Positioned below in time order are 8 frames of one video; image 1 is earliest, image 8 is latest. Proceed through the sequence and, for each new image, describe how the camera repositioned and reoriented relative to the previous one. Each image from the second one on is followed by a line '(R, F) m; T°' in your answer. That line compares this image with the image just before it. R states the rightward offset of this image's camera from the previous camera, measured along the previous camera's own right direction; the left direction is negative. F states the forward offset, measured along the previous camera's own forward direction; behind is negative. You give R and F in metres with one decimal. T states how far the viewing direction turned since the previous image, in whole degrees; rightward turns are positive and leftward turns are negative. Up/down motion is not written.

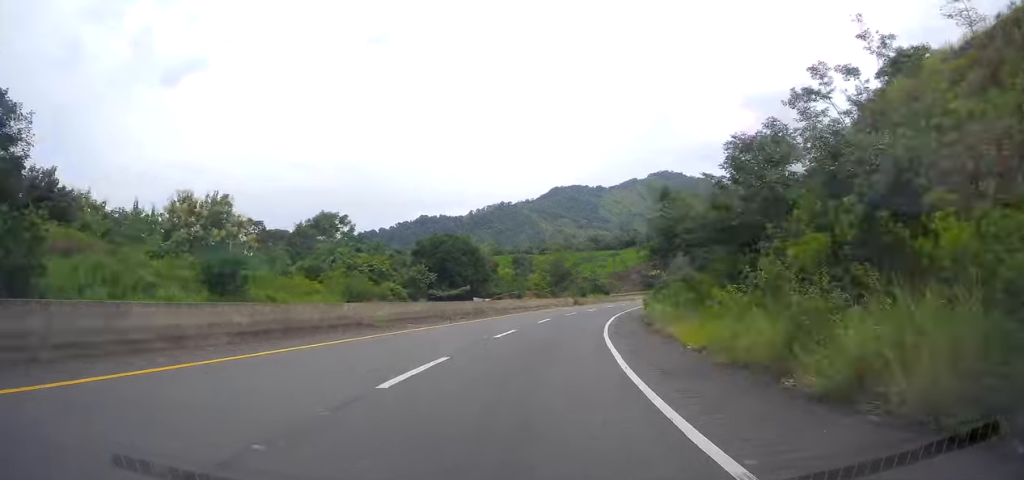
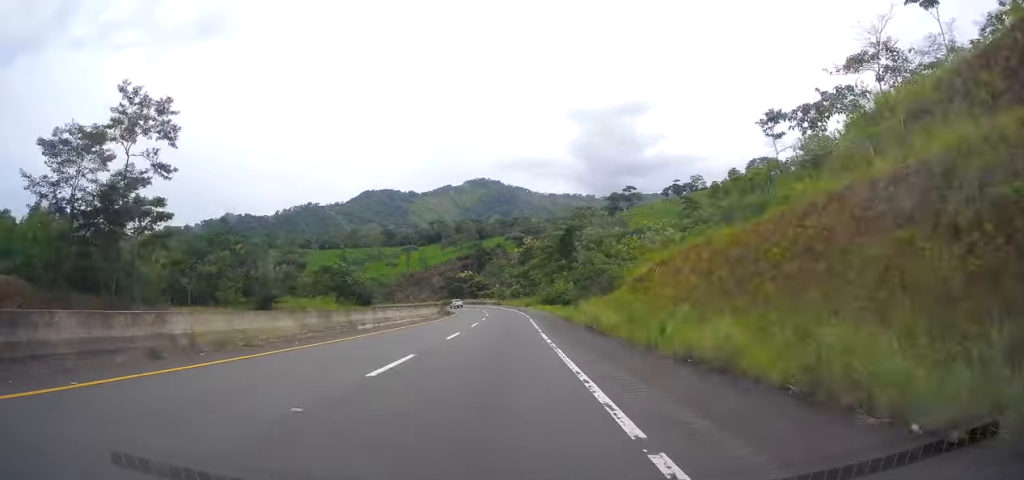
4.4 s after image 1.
(+32.1, +99.9) m; +26°
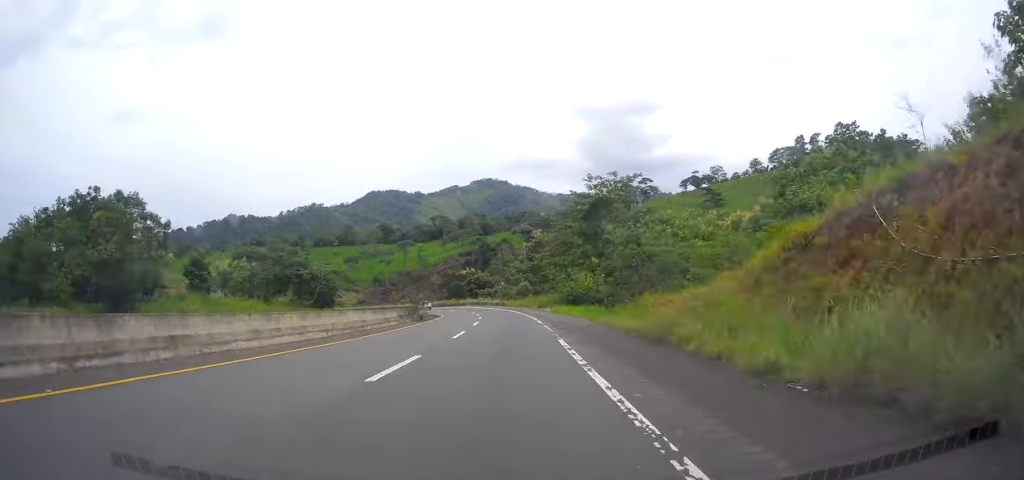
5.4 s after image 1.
(+0.5, +24.6) m; +1°
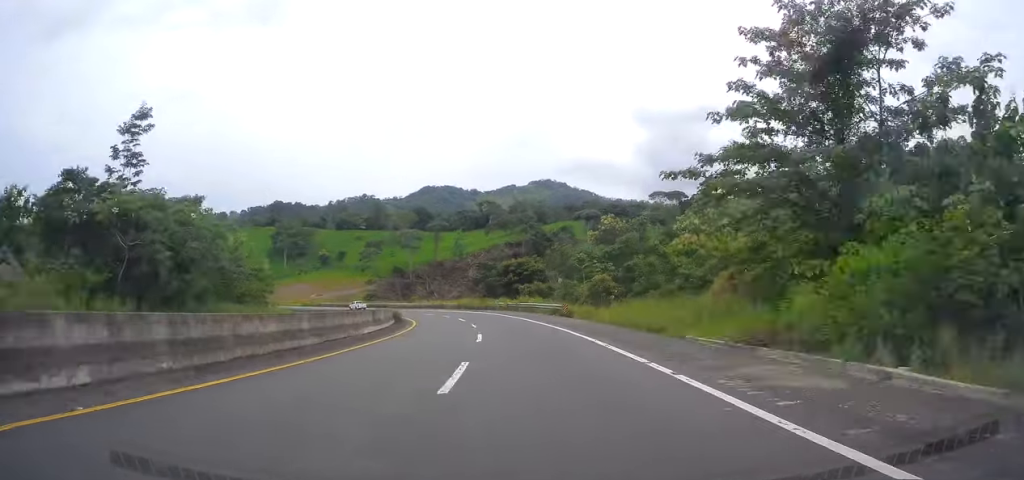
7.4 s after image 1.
(+0.4, +49.2) m; -3°
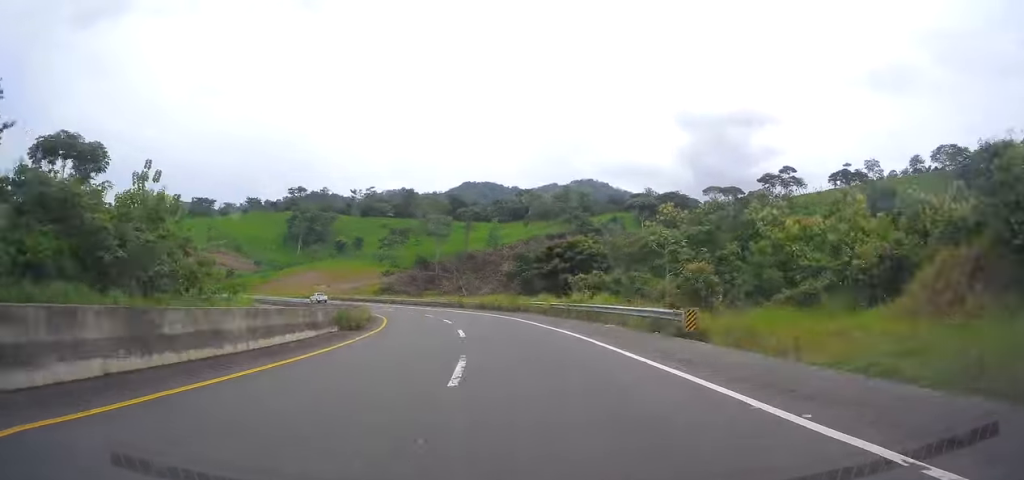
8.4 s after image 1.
(-1.2, +23.9) m; -4°
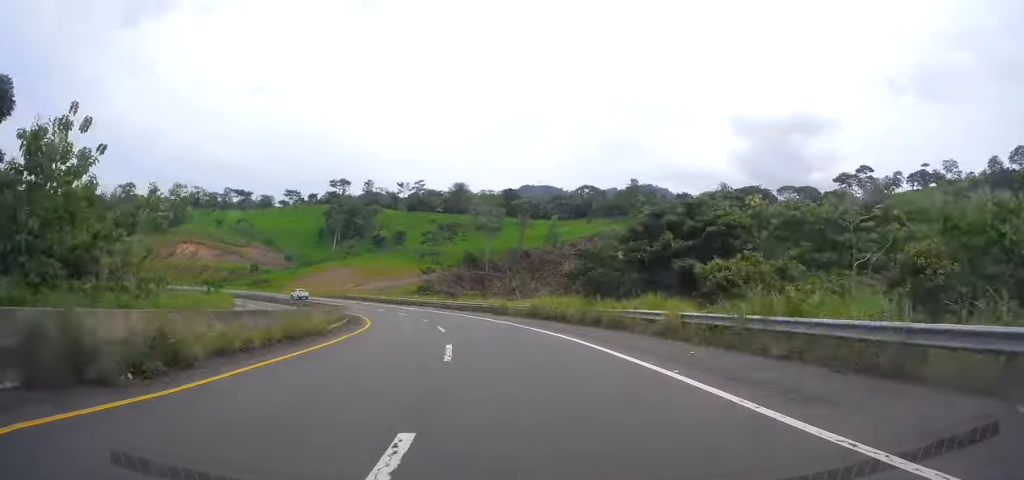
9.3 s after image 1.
(+0.1, +21.8) m; -4°
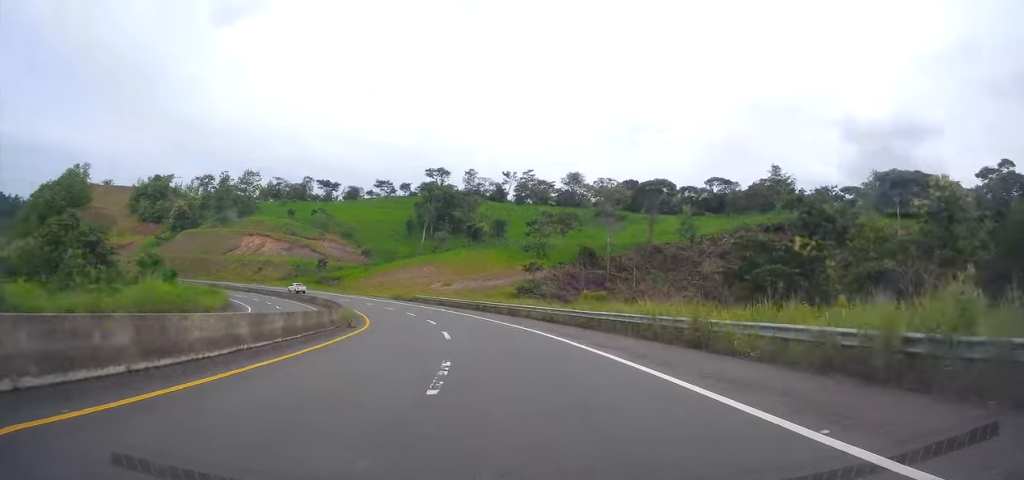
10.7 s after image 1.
(-2.3, +30.6) m; -9°
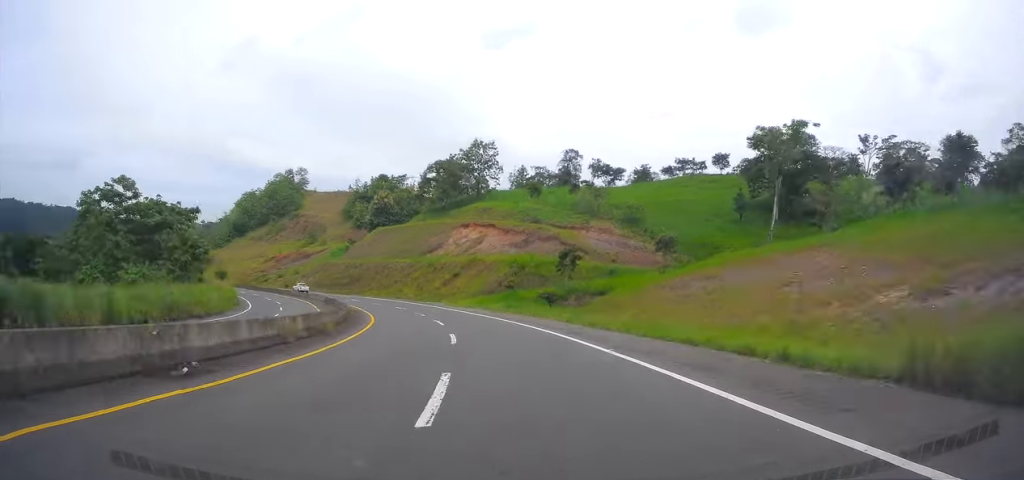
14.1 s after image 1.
(-17.6, +73.3) m; -28°
